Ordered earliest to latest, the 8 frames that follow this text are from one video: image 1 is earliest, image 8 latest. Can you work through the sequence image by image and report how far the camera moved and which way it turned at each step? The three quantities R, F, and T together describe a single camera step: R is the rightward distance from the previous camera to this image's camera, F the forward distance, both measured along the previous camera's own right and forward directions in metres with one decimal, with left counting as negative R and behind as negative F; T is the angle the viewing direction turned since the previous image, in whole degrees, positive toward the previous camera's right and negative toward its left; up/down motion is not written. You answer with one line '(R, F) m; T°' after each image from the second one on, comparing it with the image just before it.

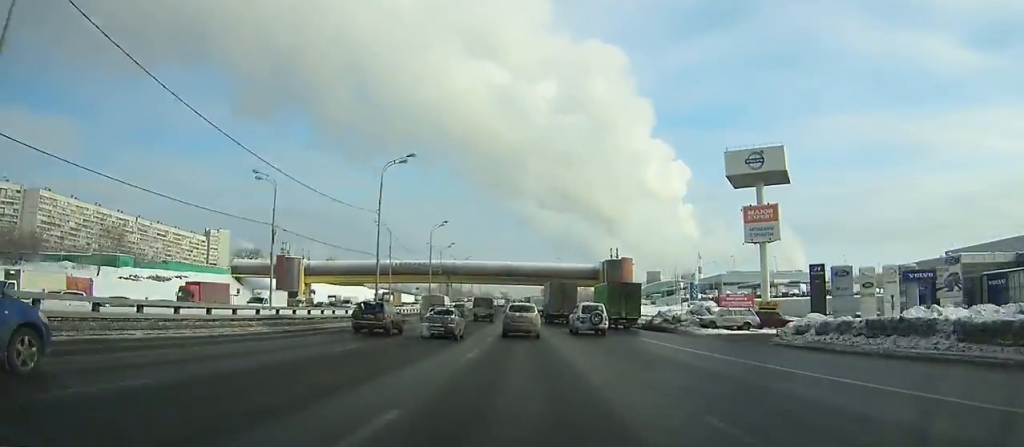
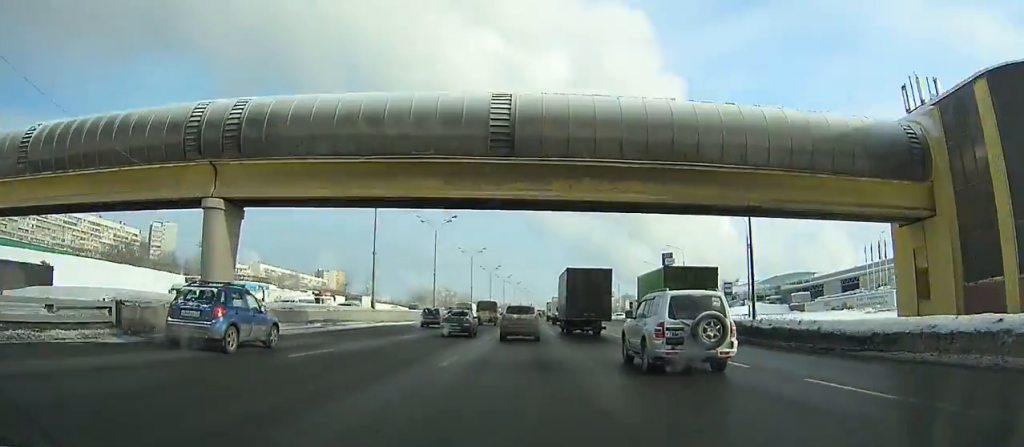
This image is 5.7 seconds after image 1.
(-1.8, +103.8) m; -2°
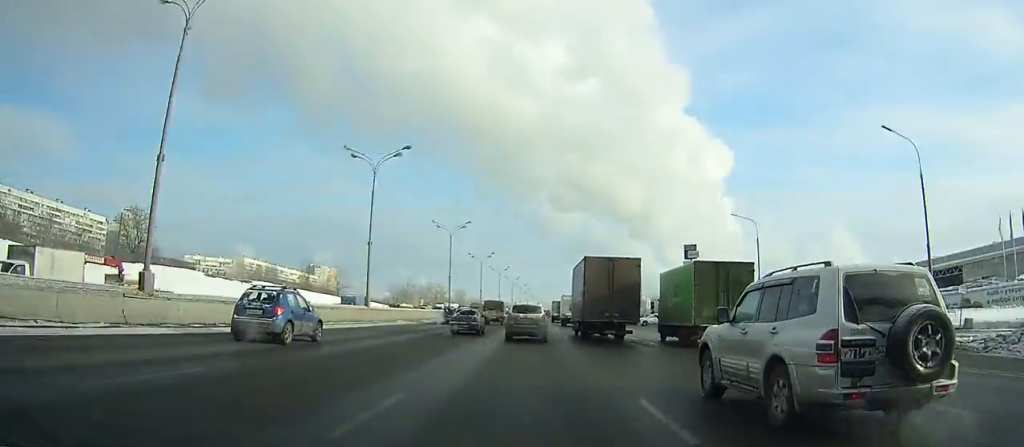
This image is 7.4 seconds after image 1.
(-0.1, +30.9) m; 0°
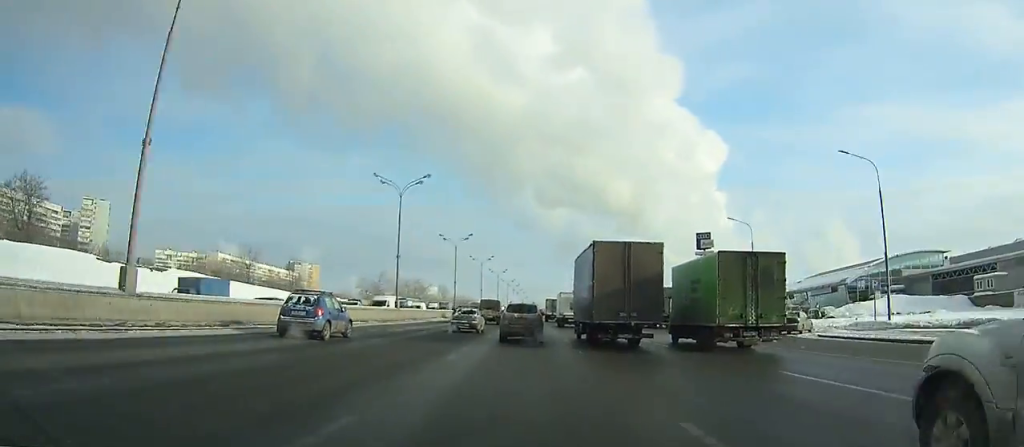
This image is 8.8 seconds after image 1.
(-0.1, +25.2) m; 0°
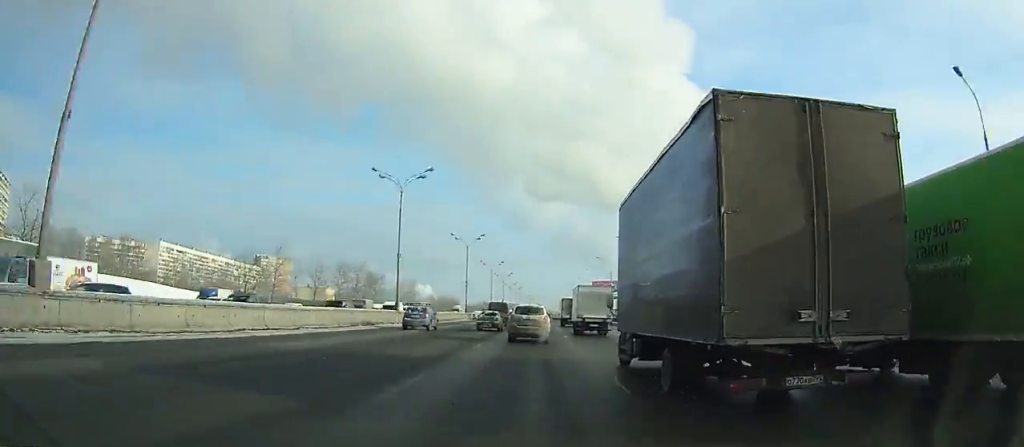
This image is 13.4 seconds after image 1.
(+1.2, +81.5) m; +1°
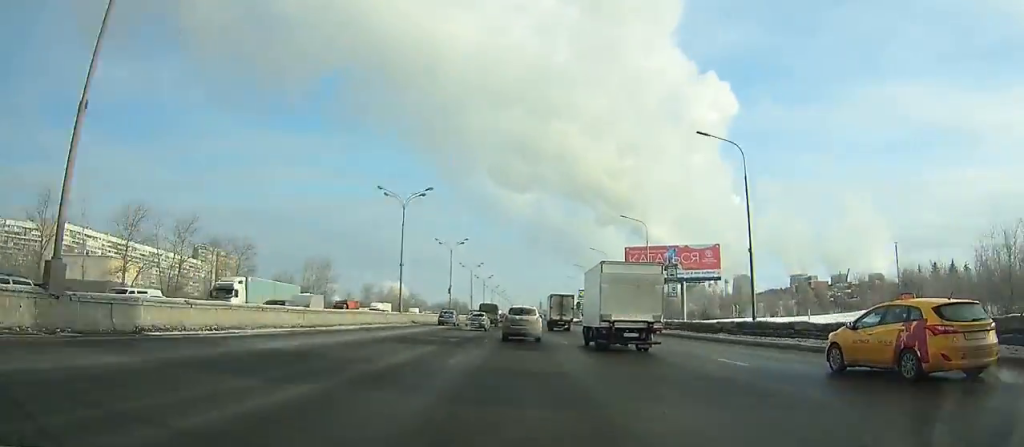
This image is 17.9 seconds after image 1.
(+0.4, +78.8) m; +1°
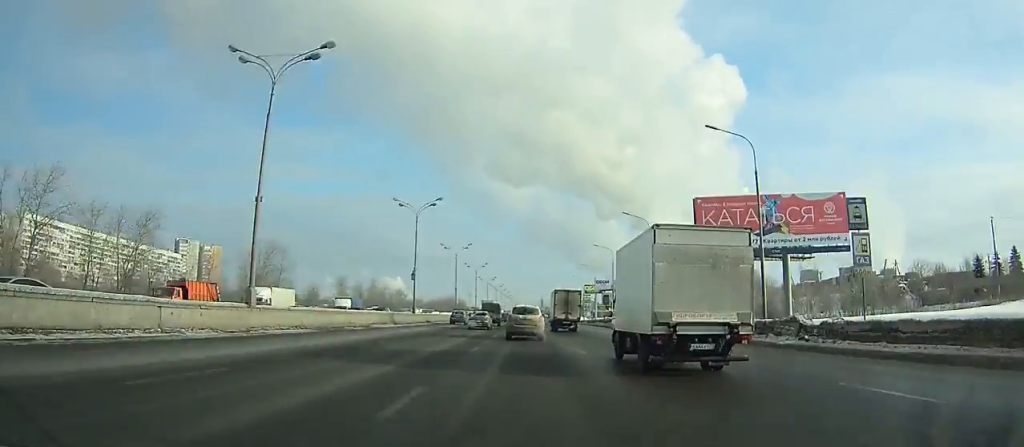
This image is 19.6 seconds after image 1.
(+0.1, +29.7) m; 0°
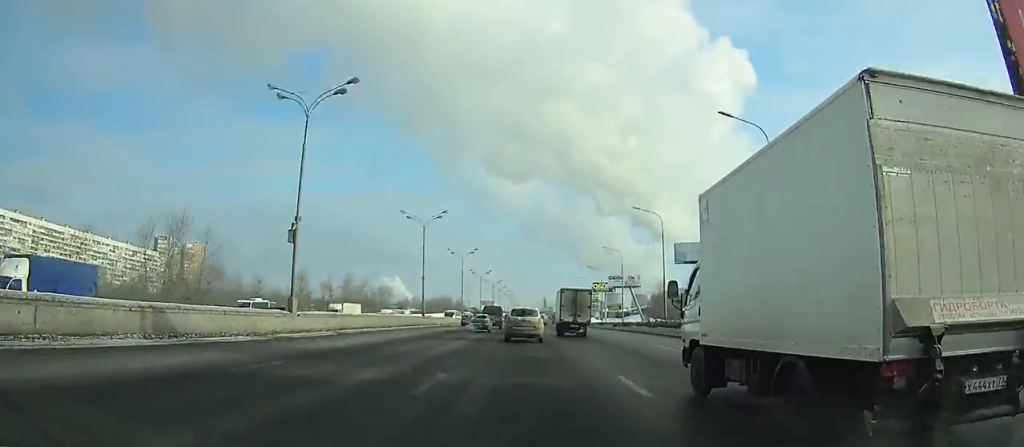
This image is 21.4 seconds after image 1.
(+0.1, +31.4) m; 0°
